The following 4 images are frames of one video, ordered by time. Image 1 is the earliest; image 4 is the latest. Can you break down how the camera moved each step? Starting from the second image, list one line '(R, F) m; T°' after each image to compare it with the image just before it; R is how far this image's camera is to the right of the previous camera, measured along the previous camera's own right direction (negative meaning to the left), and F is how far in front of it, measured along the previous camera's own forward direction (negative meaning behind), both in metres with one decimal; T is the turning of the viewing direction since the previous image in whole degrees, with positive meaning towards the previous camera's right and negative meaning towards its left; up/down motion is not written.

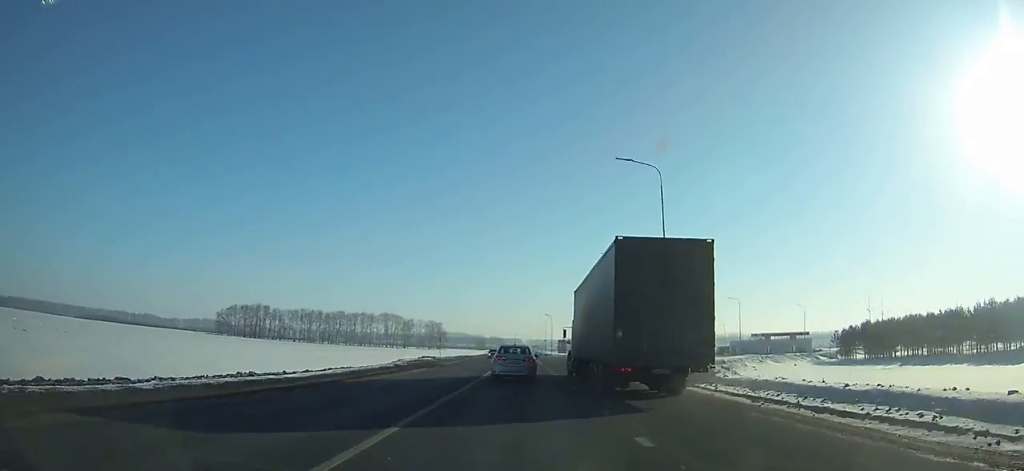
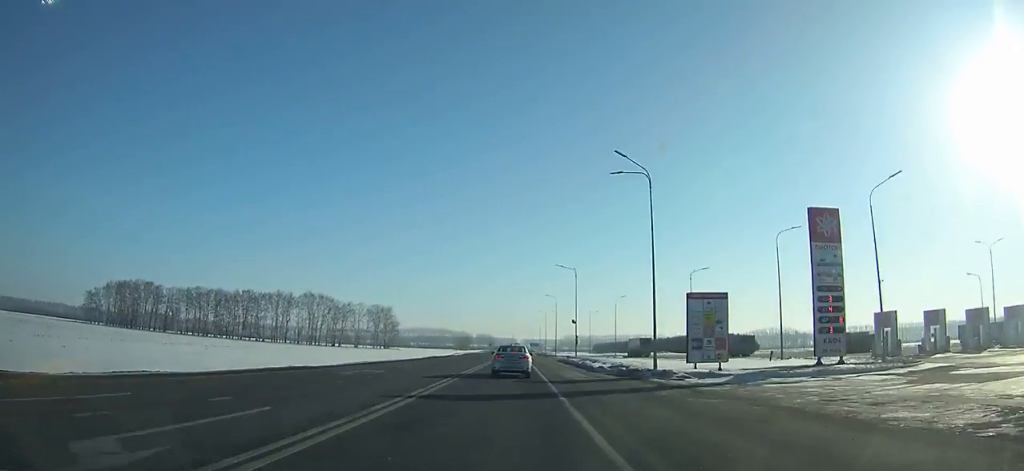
(+0.7, +132.6) m; 0°
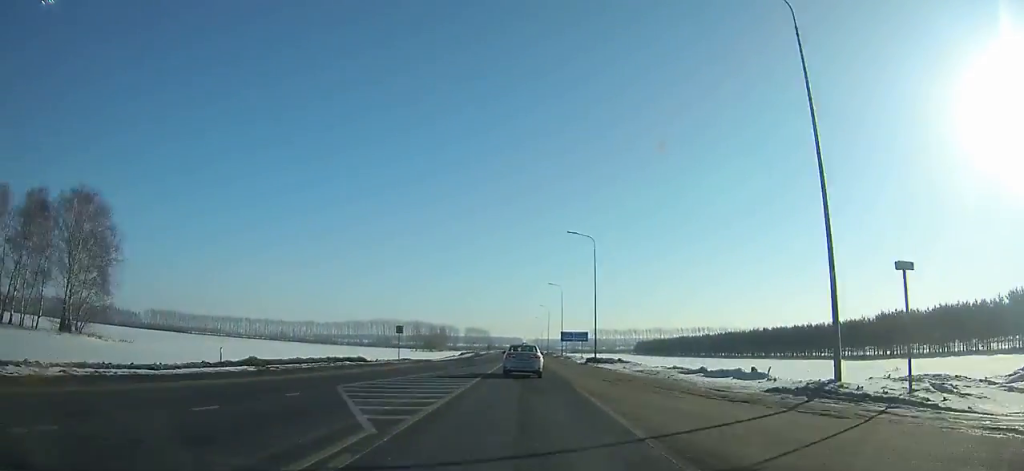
(-0.4, +189.7) m; 0°
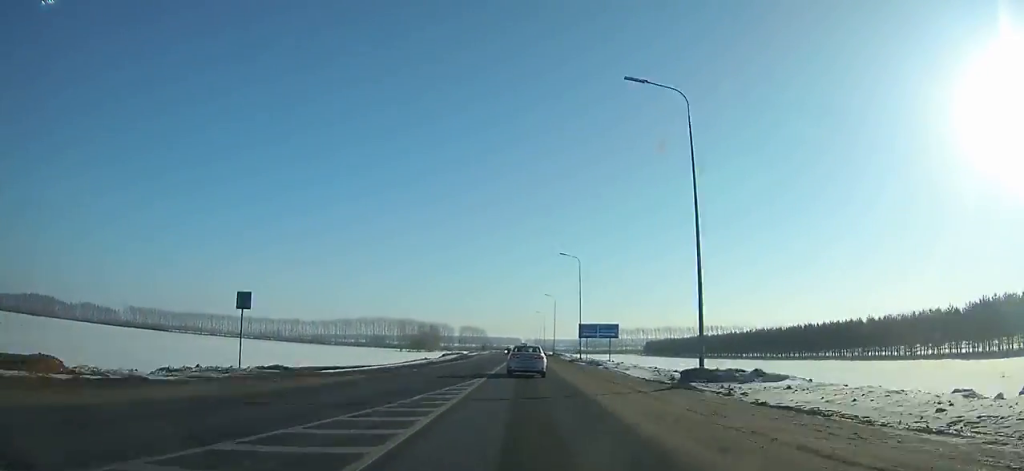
(0.0, +30.5) m; 0°
